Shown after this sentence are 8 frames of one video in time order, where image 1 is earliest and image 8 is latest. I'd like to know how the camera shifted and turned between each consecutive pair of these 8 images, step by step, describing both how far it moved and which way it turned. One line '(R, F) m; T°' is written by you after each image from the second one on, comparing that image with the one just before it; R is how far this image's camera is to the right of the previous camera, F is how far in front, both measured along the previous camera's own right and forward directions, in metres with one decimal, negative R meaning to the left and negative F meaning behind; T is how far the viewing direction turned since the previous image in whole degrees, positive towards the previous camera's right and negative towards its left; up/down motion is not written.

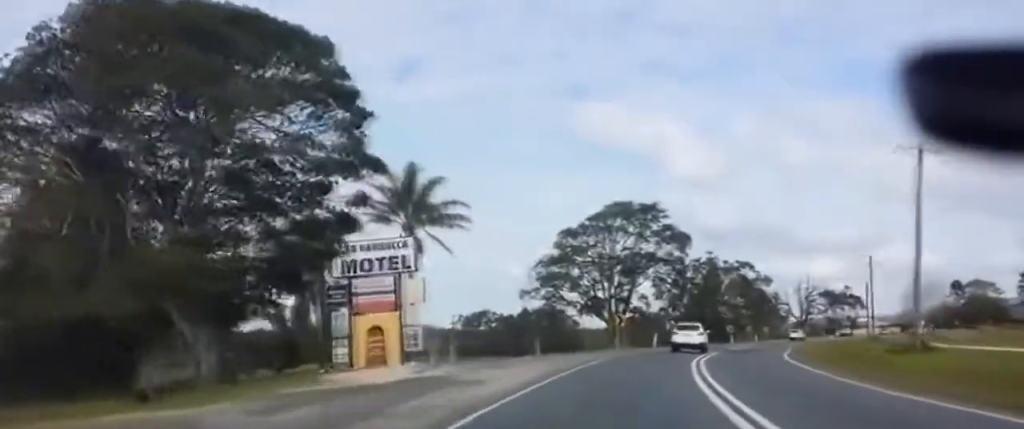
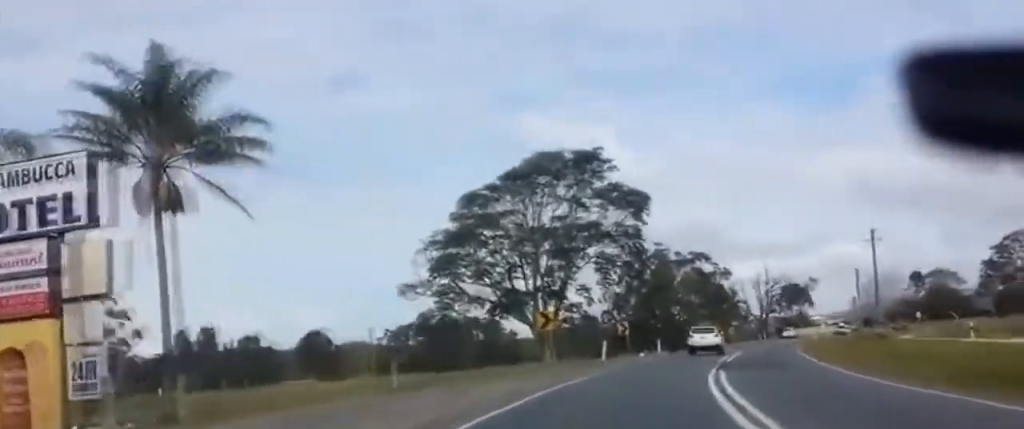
(-0.5, +26.0) m; 0°
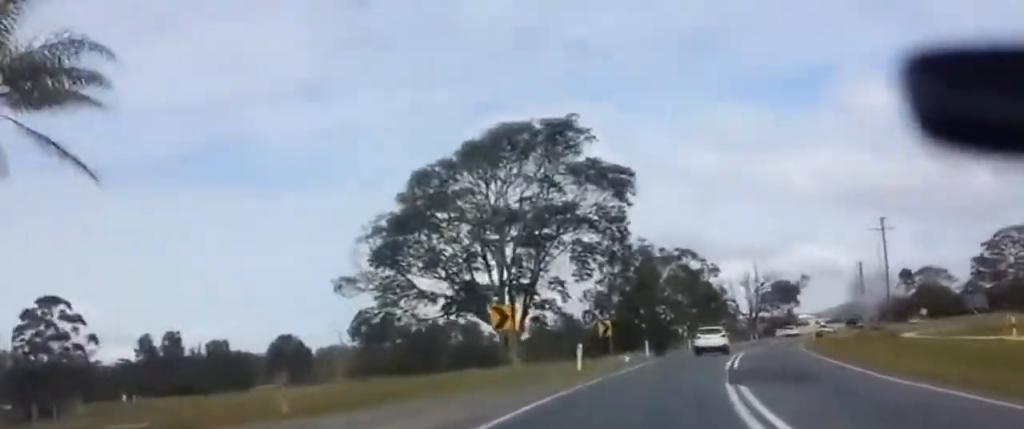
(0.0, +9.2) m; +2°
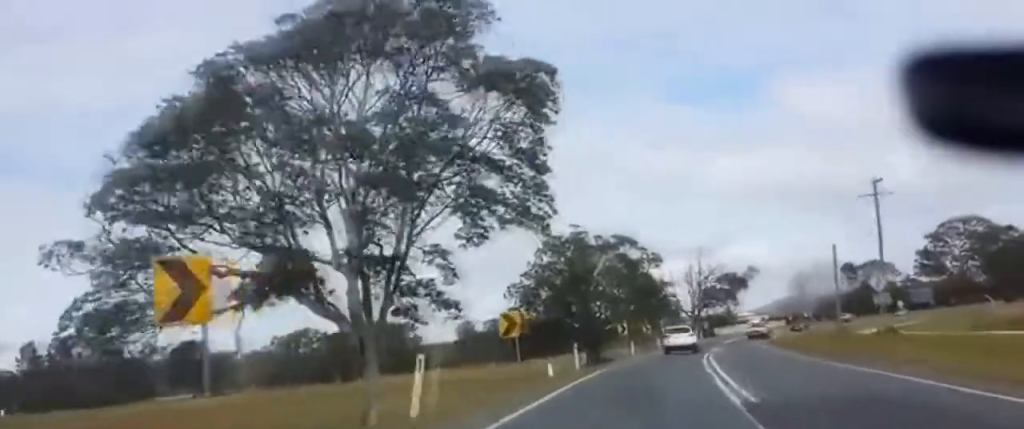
(+0.6, +17.8) m; +3°
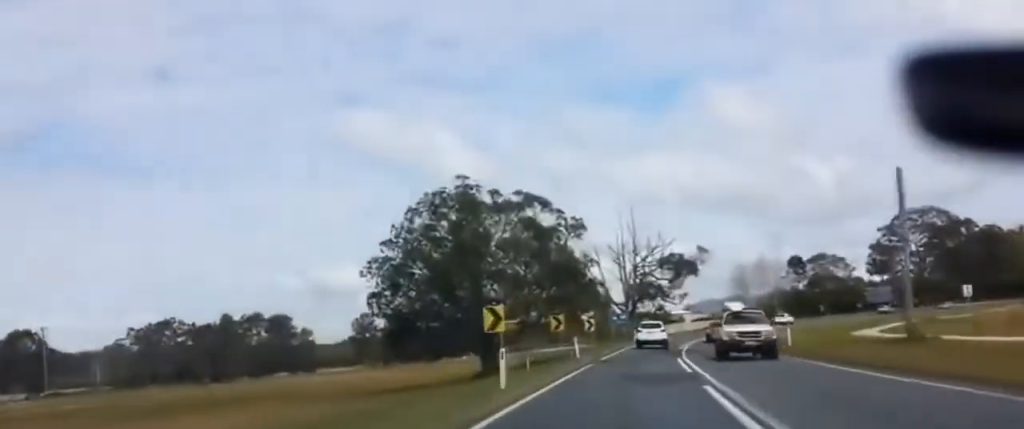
(+1.9, +37.3) m; +5°
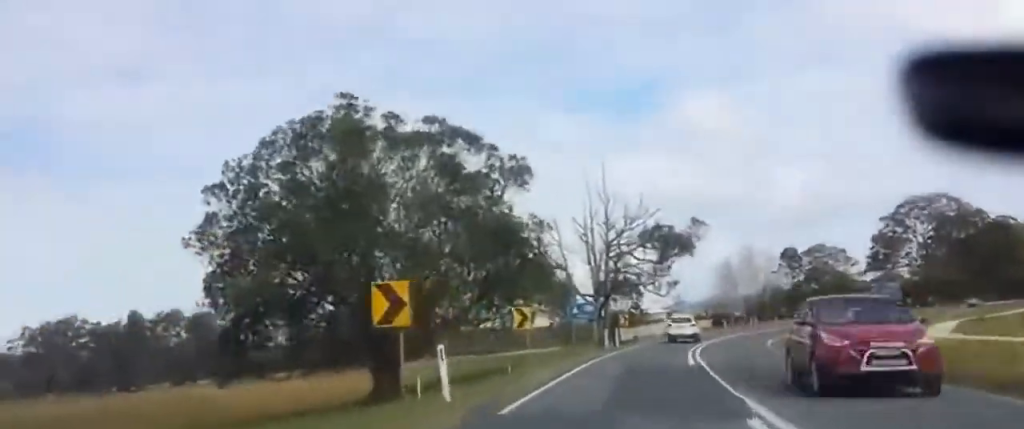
(+0.6, +29.6) m; +2°
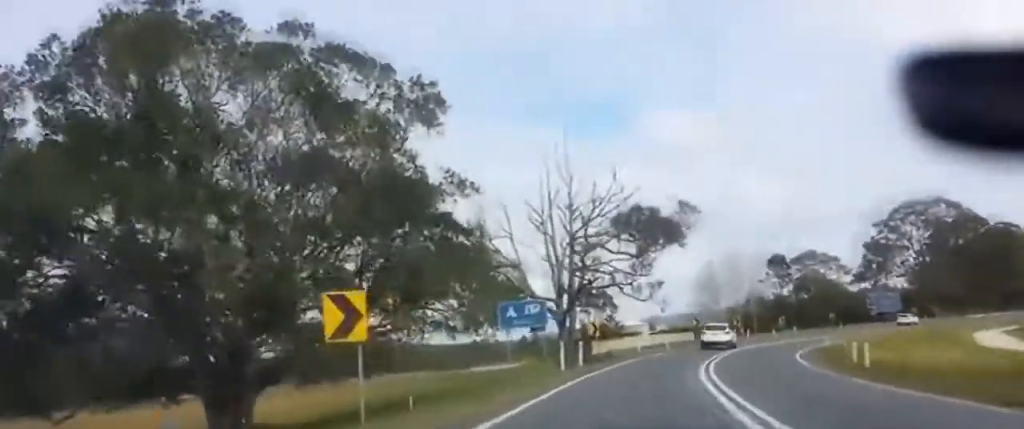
(+0.2, +19.3) m; +2°
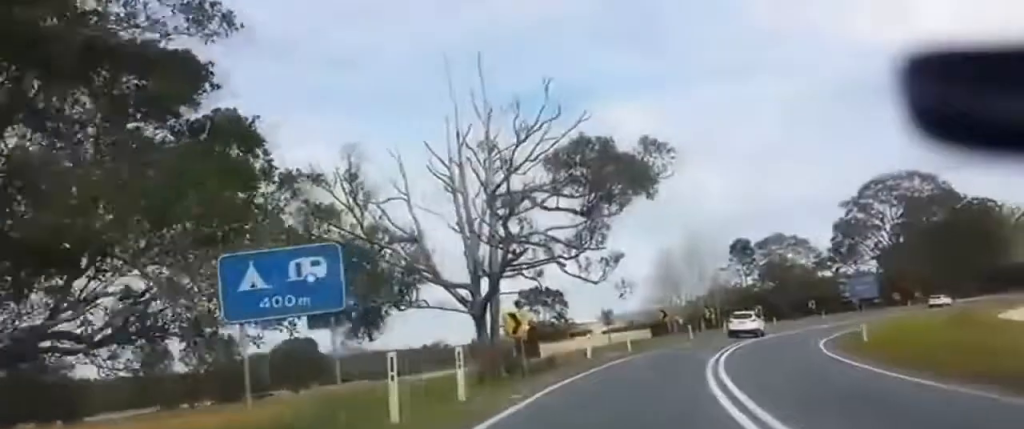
(+0.4, +19.1) m; +2°
